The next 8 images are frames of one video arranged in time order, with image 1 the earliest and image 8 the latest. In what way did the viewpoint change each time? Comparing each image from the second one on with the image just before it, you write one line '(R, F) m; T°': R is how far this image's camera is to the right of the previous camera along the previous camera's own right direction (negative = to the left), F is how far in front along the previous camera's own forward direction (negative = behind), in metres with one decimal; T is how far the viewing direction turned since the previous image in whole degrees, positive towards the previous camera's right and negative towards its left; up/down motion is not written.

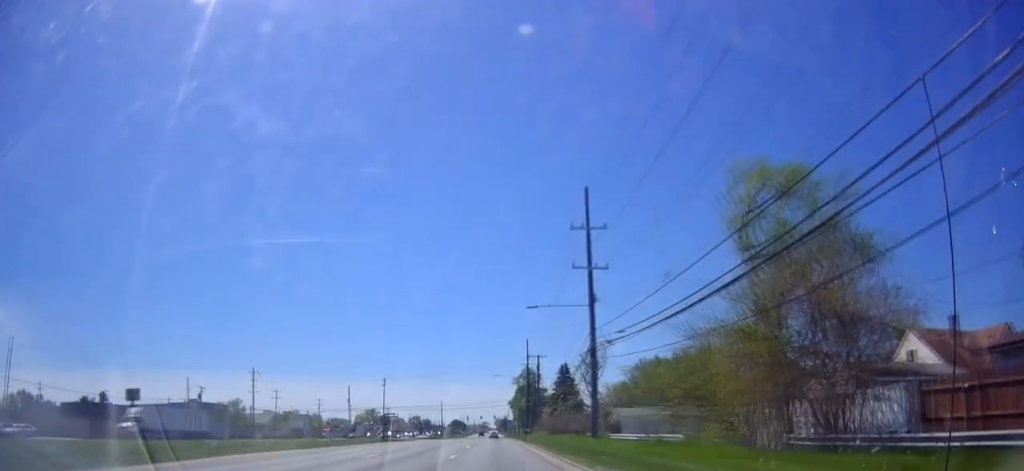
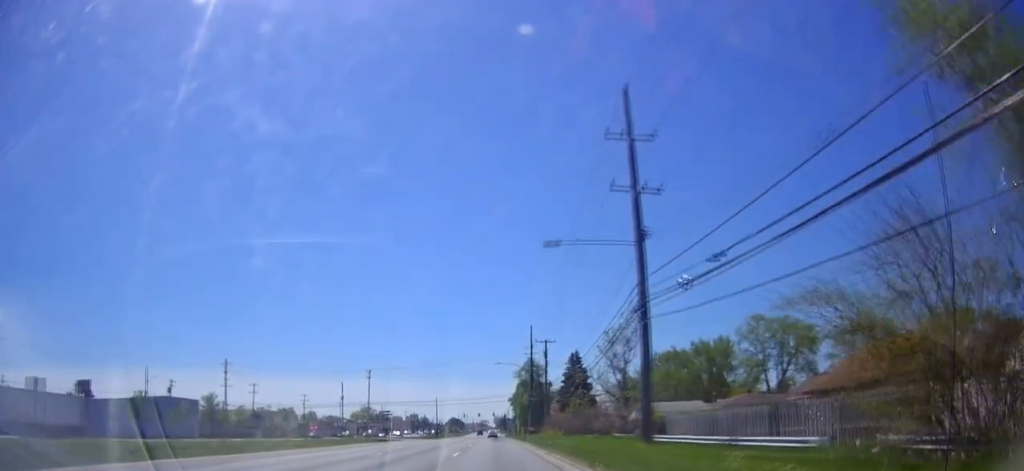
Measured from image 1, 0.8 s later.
(+0.1, +13.4) m; +1°
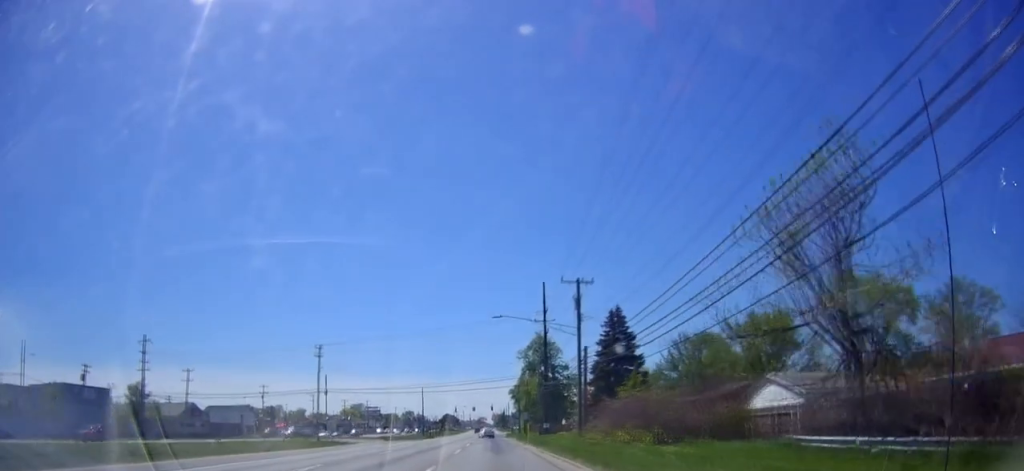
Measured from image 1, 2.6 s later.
(+0.2, +29.1) m; +1°
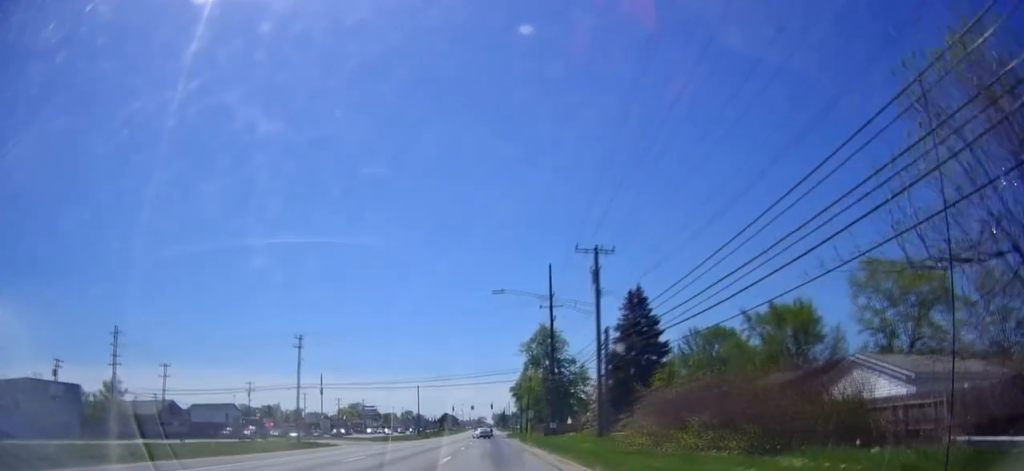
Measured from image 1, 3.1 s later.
(+0.1, +7.8) m; -1°
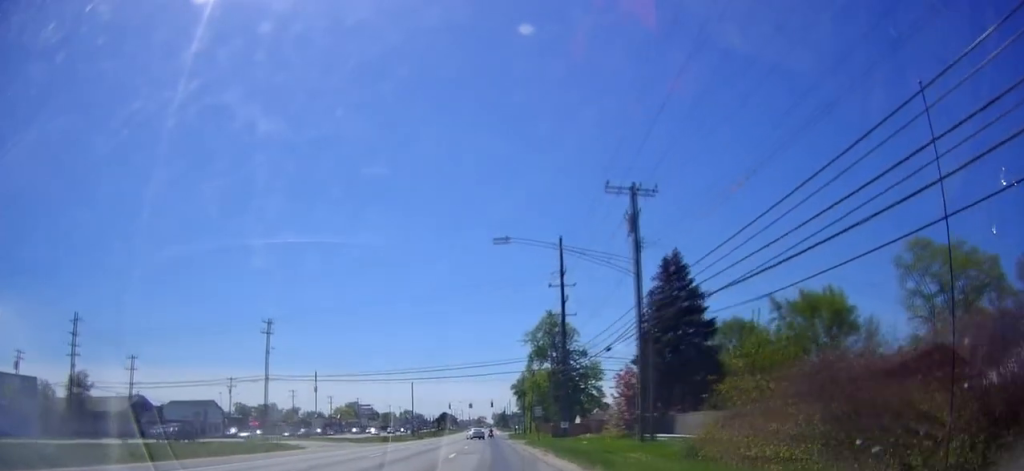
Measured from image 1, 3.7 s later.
(-0.2, +9.7) m; -1°
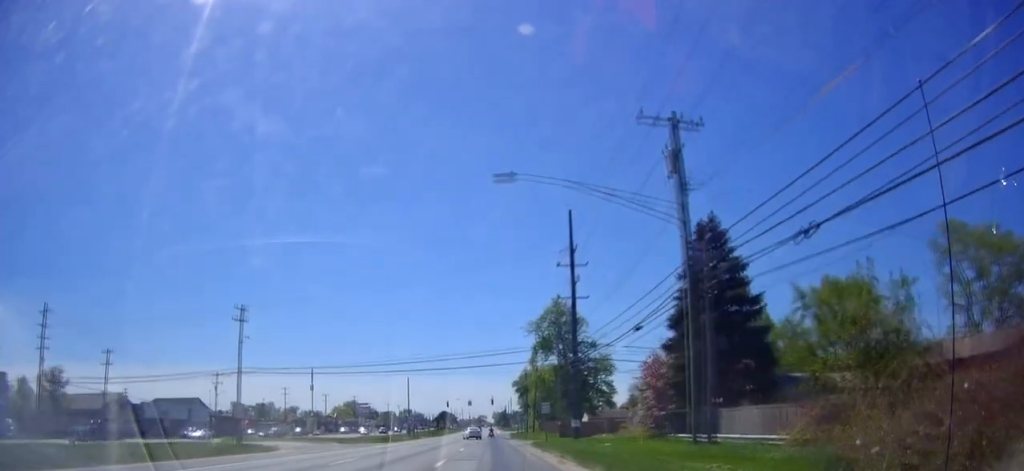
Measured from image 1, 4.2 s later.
(-0.3, +6.6) m; 0°
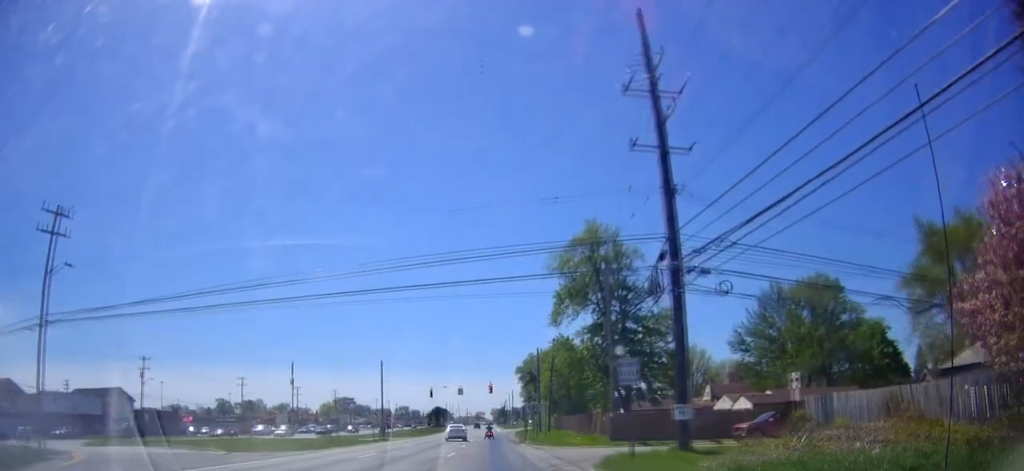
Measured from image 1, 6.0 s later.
(+0.1, +25.6) m; 0°
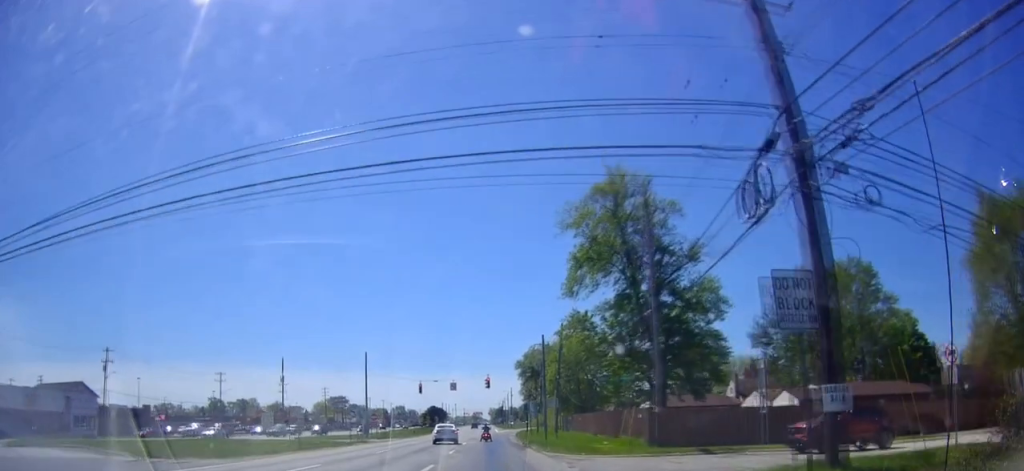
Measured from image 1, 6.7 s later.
(-0.1, +9.6) m; +1°
